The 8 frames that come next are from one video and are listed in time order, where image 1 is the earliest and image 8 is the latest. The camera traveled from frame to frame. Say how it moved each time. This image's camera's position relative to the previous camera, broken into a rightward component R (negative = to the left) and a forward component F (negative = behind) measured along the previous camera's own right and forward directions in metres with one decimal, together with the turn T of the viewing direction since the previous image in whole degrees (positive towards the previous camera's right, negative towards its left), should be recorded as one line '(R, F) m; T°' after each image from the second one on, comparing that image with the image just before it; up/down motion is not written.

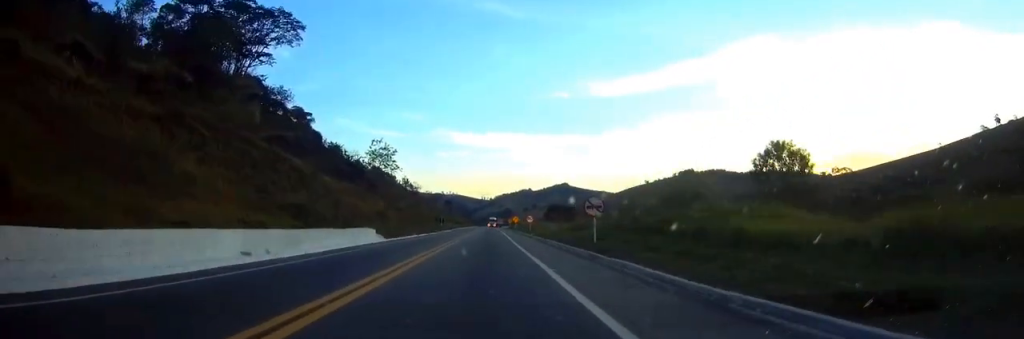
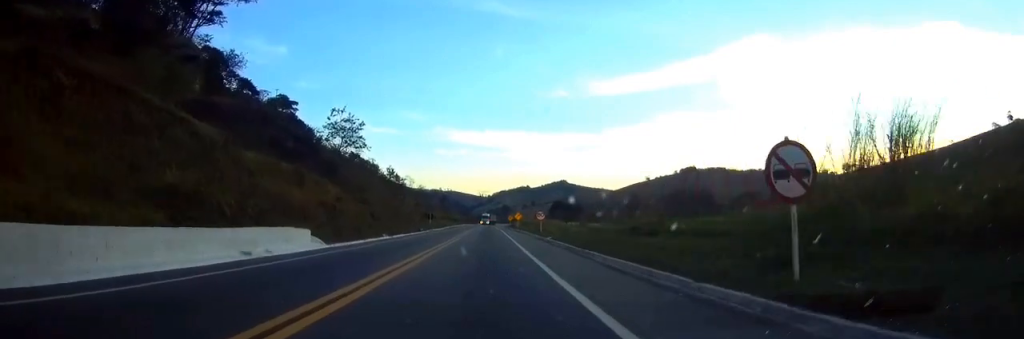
(-0.1, +20.6) m; 0°
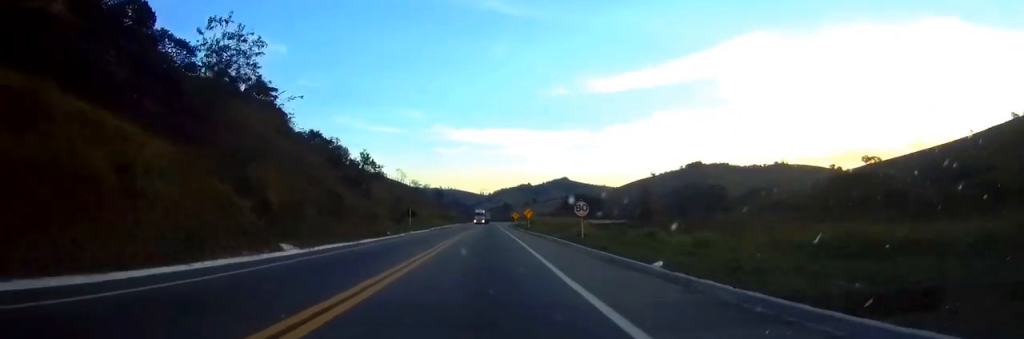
(+0.1, +28.7) m; 0°
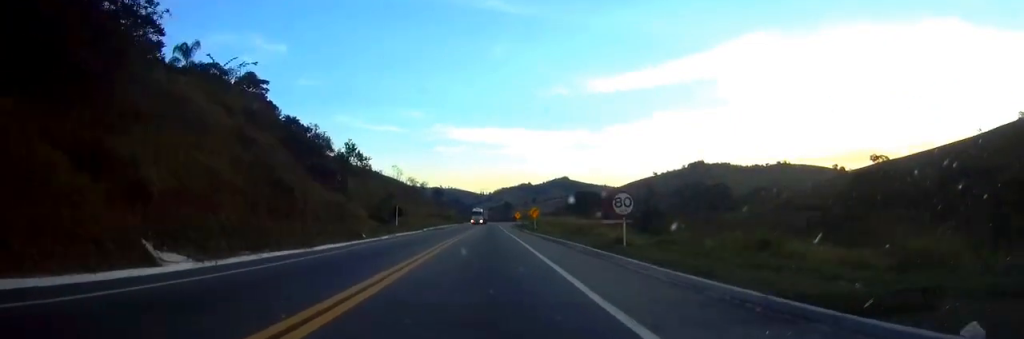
(0.0, +11.7) m; 0°
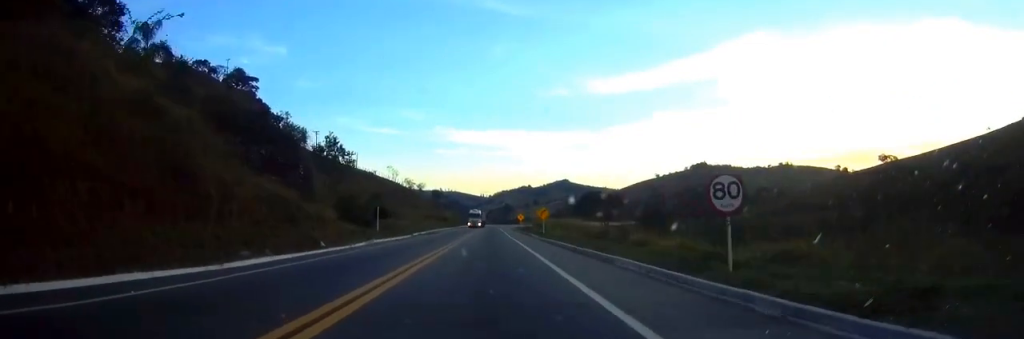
(0.0, +11.7) m; 0°
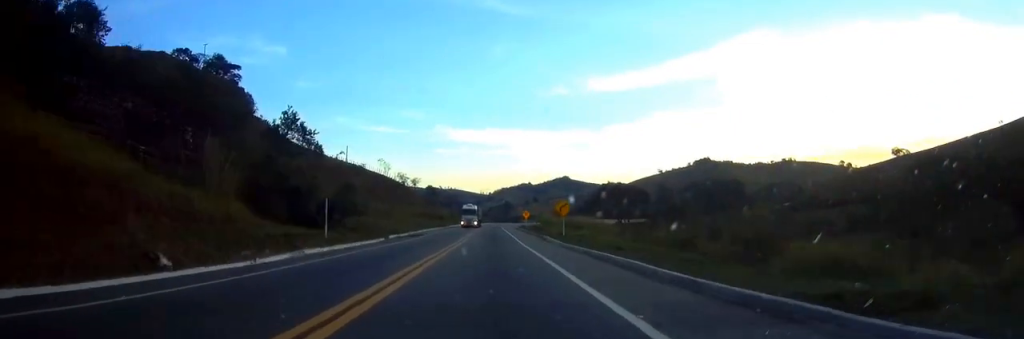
(+0.1, +17.7) m; 0°
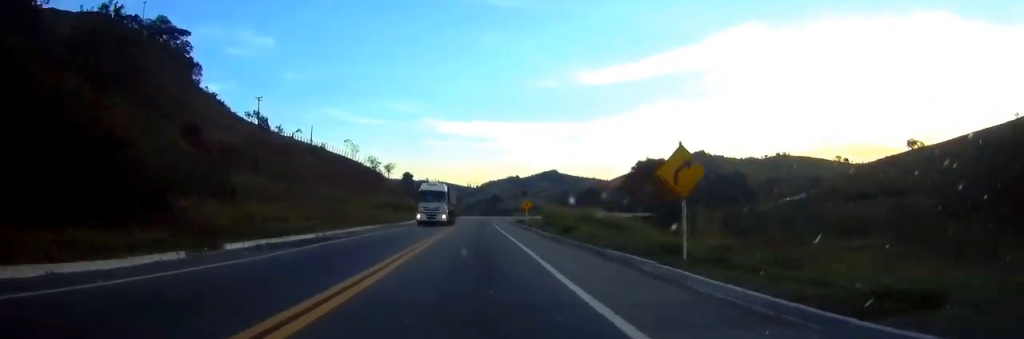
(+0.2, +32.5) m; 0°
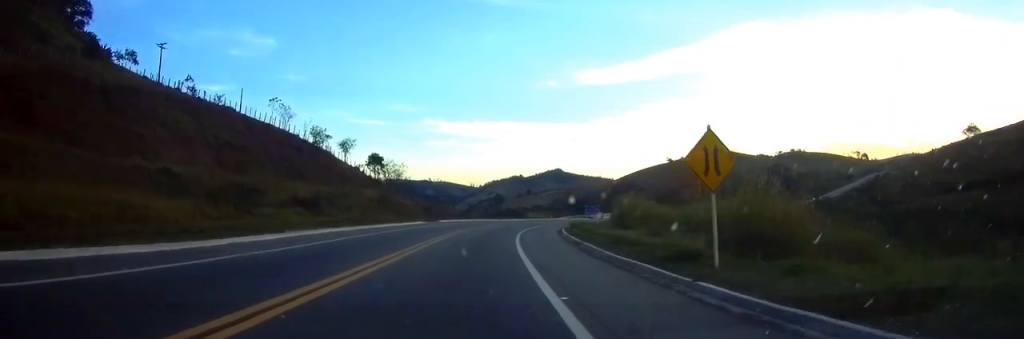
(+0.1, +62.3) m; +1°
